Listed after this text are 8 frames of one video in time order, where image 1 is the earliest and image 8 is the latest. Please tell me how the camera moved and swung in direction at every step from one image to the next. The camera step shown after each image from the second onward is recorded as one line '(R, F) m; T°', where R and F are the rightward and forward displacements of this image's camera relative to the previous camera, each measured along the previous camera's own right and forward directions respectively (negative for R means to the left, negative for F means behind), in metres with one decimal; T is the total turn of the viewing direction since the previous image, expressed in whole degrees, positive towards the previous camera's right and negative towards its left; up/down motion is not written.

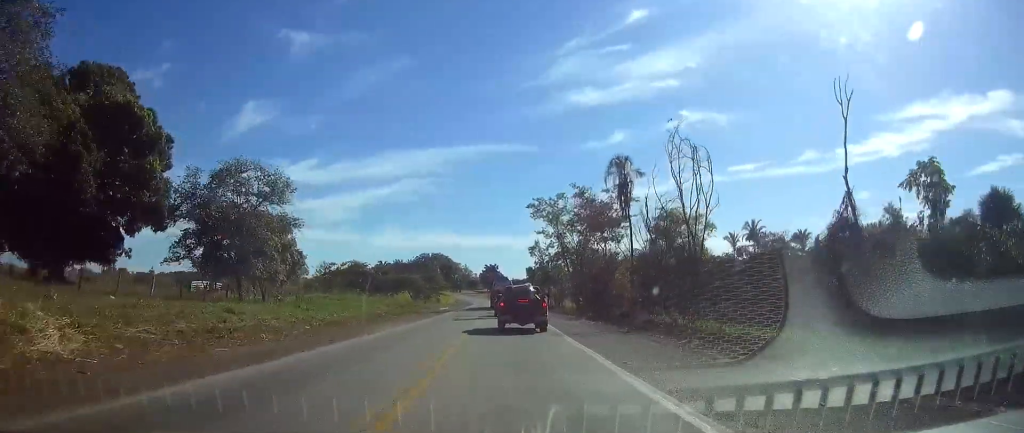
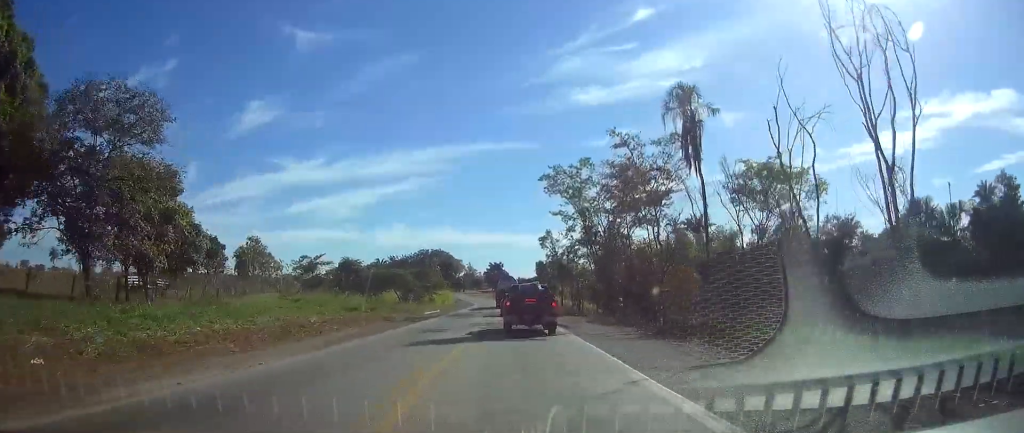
(-0.1, +20.4) m; -1°
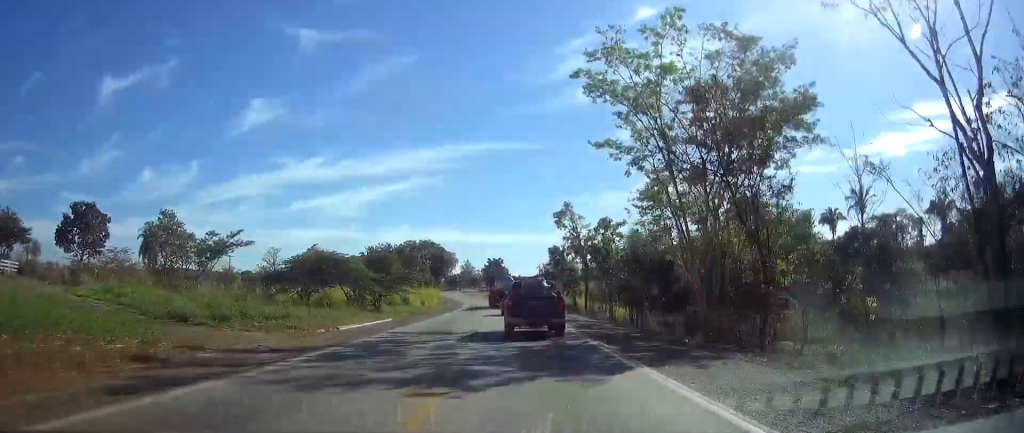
(-0.2, +31.9) m; 0°
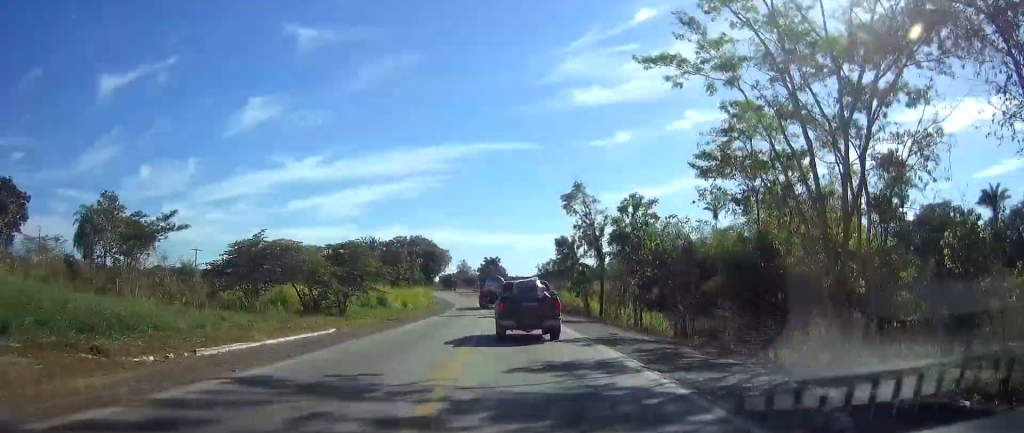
(0.0, +14.9) m; 0°
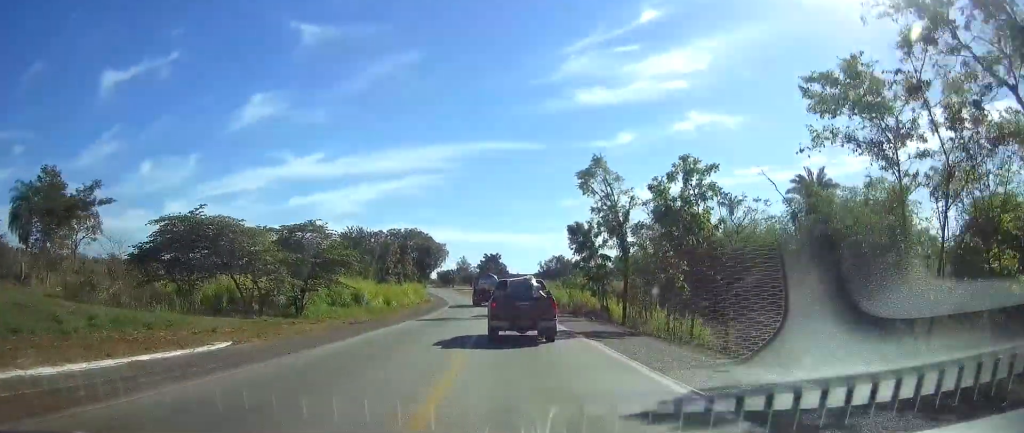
(0.0, +12.2) m; 0°
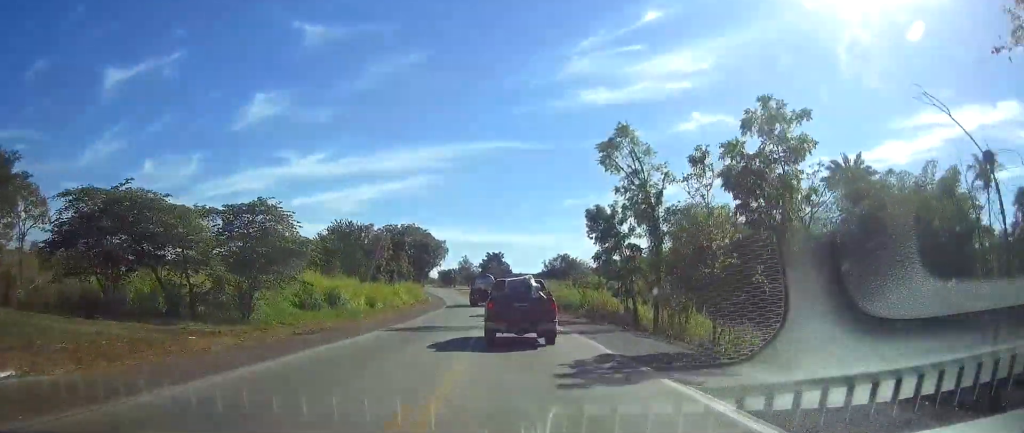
(0.0, +10.4) m; 0°
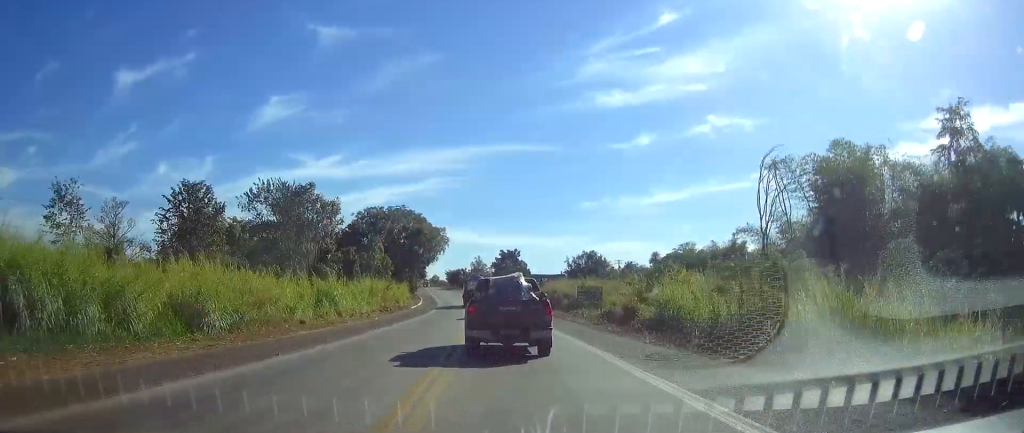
(+0.1, +38.3) m; 0°
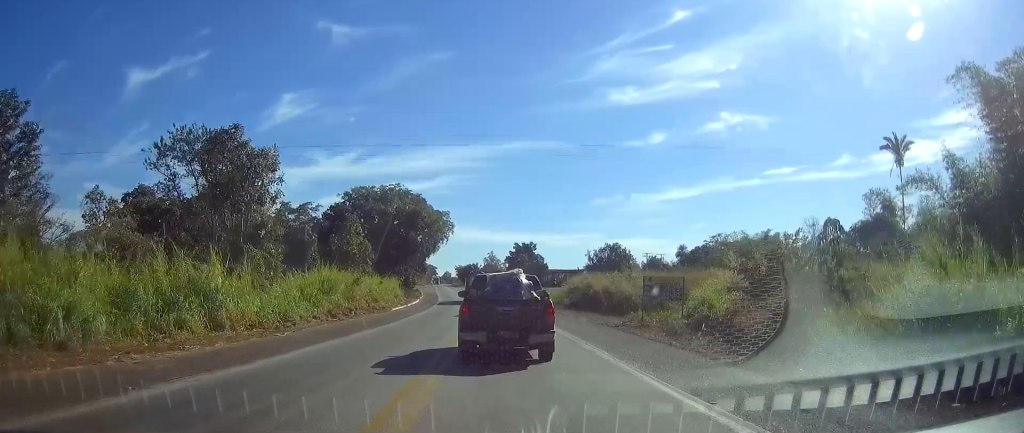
(-0.2, +21.6) m; -1°
